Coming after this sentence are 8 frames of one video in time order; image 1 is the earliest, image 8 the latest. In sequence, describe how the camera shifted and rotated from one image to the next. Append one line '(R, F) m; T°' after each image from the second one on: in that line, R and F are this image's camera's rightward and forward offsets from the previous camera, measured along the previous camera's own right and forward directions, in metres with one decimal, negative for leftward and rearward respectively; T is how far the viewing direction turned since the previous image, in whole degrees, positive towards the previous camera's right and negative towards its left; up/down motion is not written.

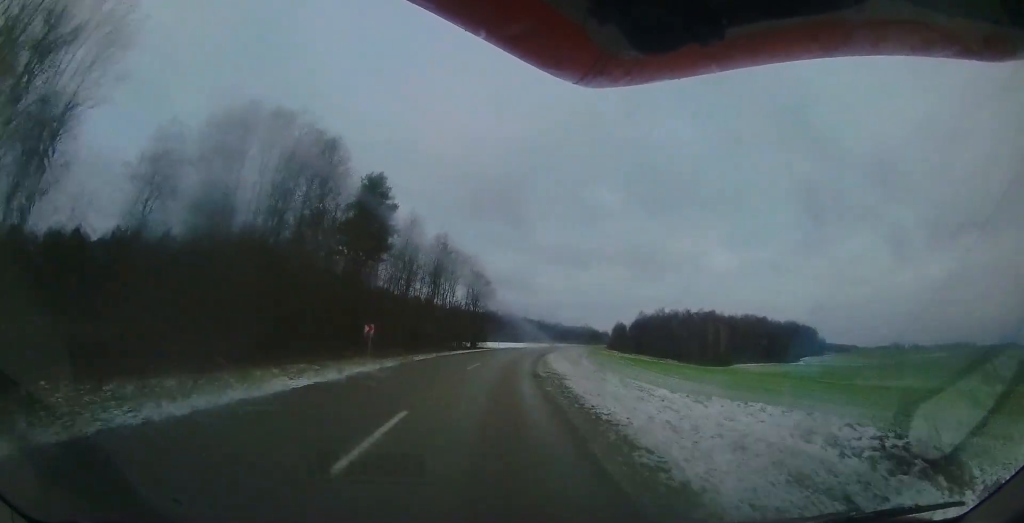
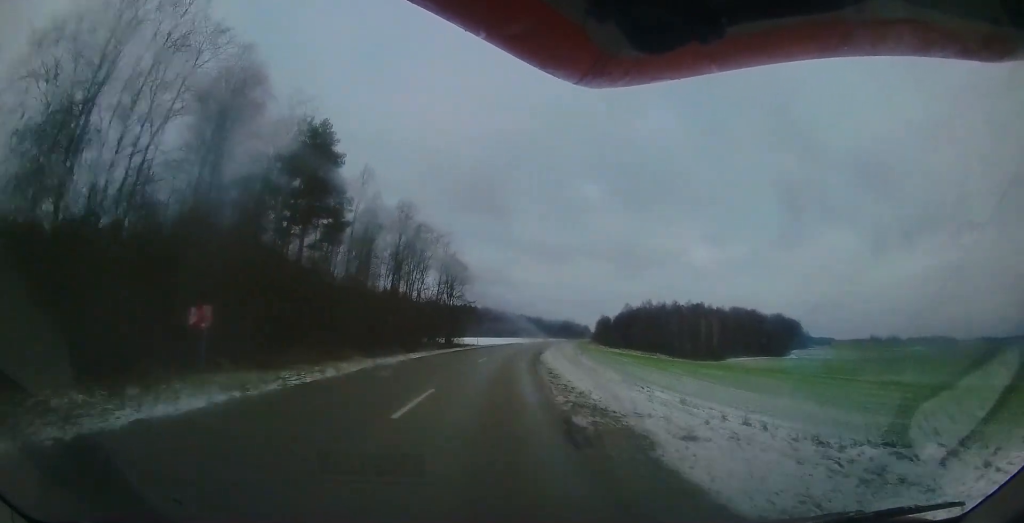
(-0.4, +9.5) m; +2°
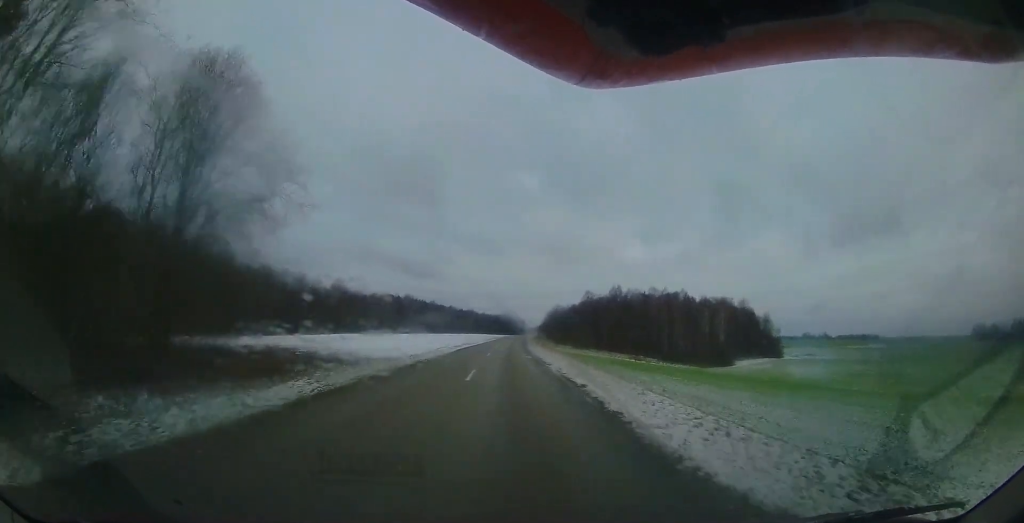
(+3.5, +41.5) m; +6°
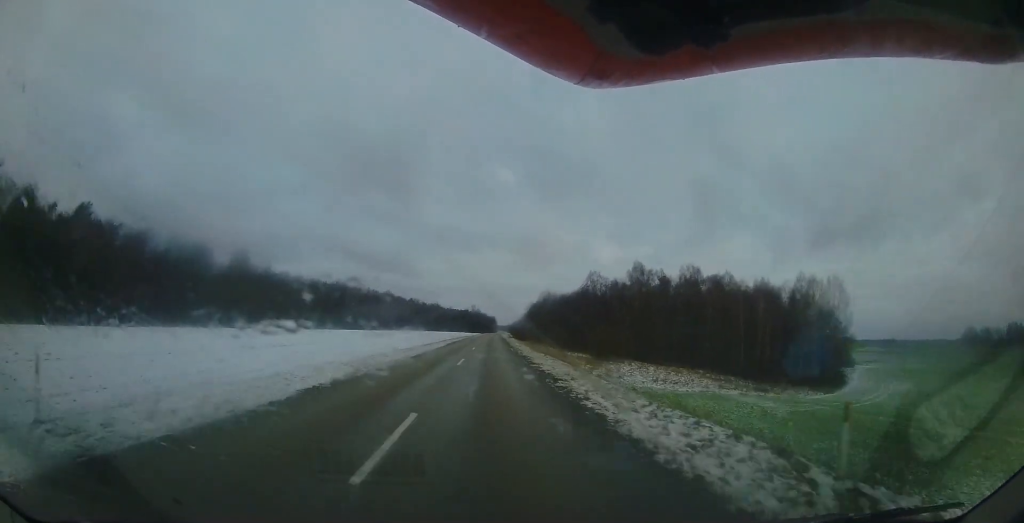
(+3.1, +41.1) m; +13°
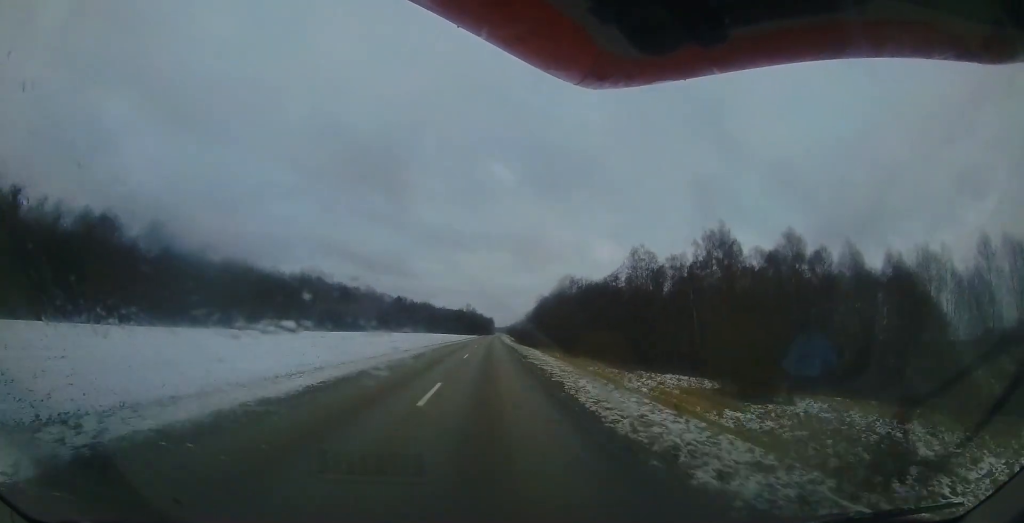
(+3.1, +30.3) m; +8°
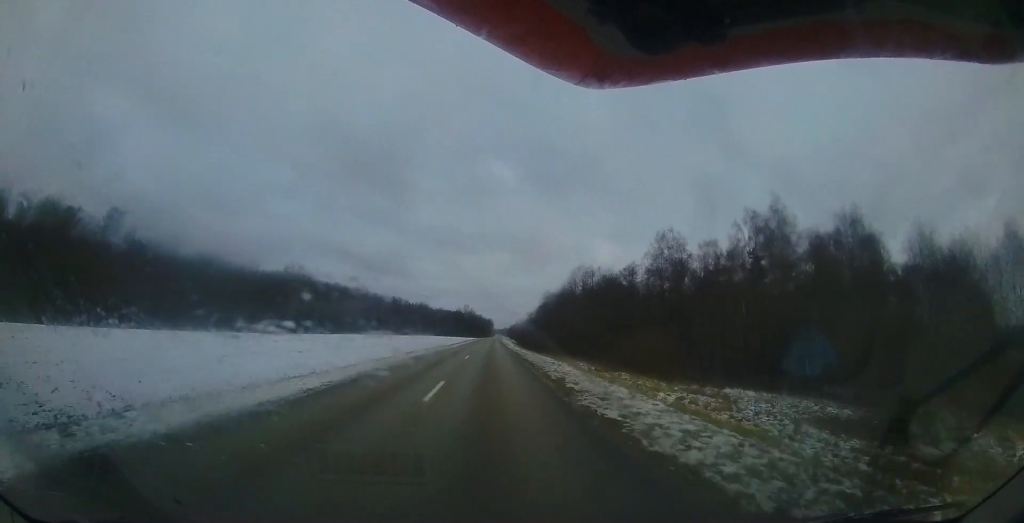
(+0.1, +10.8) m; +1°
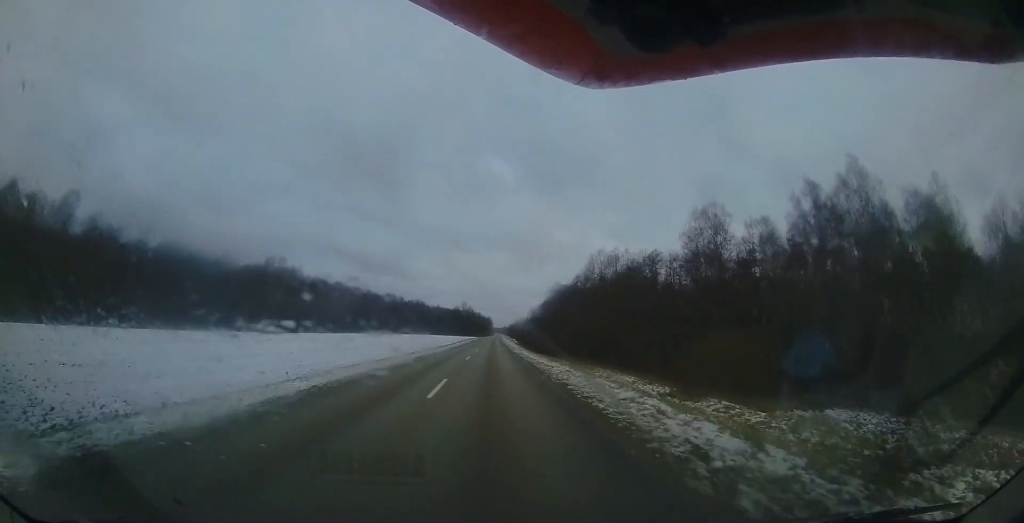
(+0.2, +11.3) m; +1°
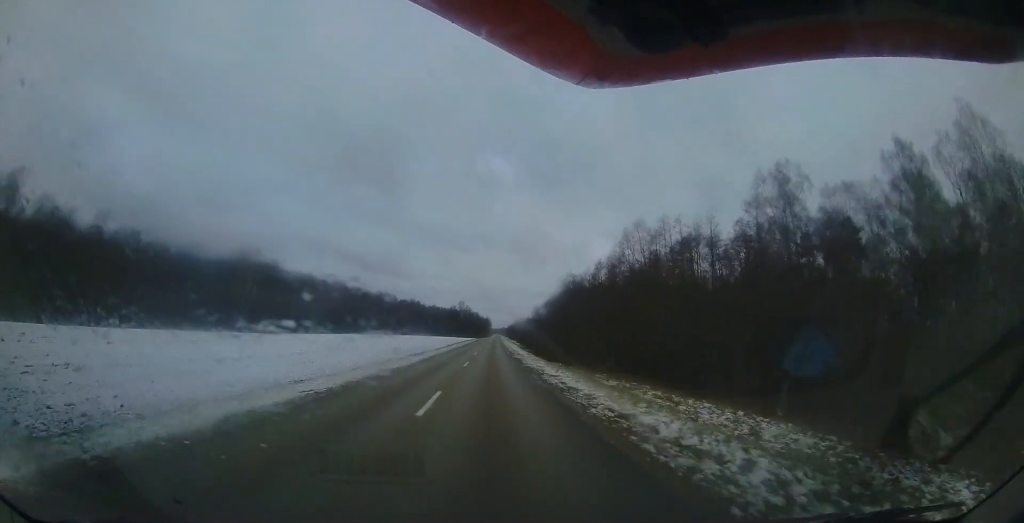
(+0.1, +12.9) m; +1°
